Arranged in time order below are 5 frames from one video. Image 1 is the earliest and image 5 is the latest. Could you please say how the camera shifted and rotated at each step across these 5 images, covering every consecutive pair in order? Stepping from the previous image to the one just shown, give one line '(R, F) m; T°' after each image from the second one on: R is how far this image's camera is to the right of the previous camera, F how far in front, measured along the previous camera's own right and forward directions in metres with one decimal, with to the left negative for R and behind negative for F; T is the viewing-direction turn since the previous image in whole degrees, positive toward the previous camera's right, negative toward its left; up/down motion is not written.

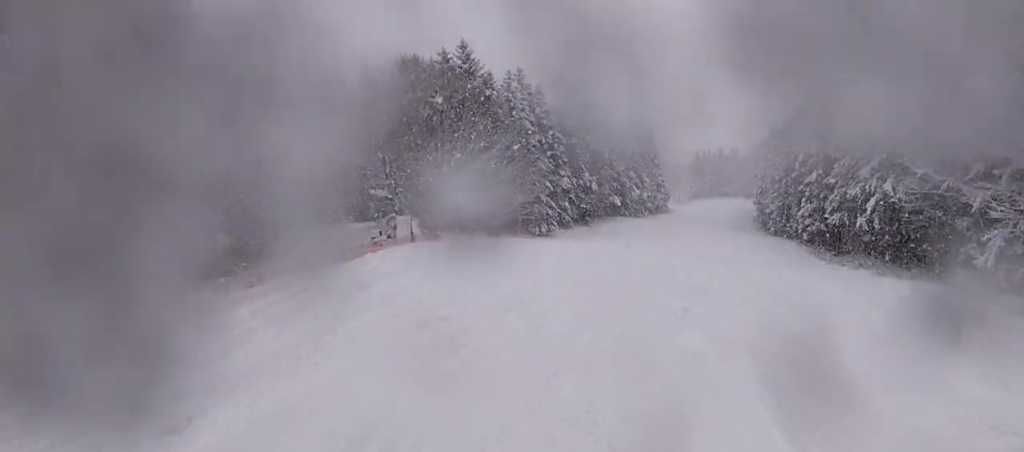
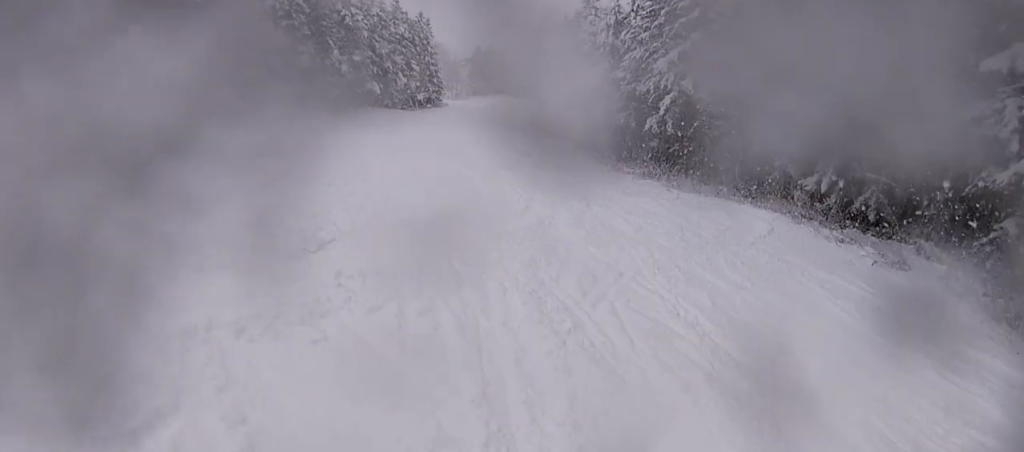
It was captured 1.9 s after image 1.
(+0.5, +10.9) m; +15°
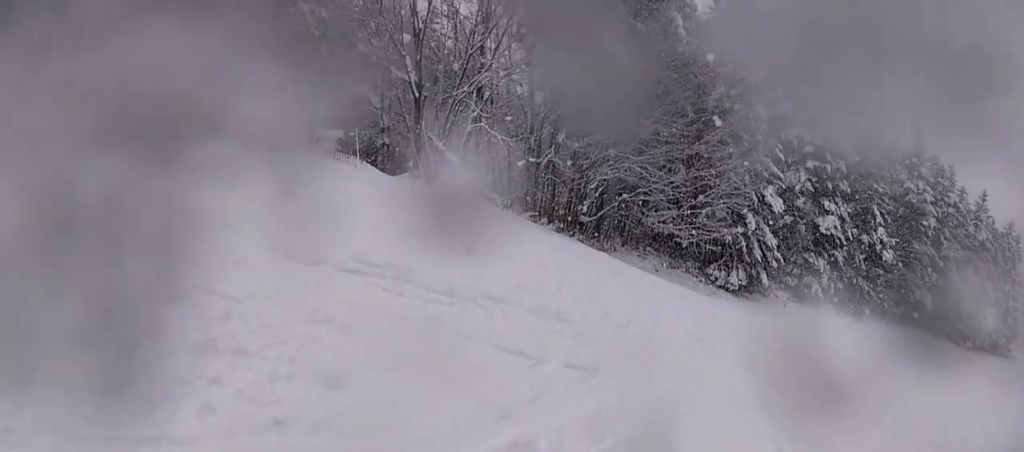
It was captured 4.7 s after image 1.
(-5.2, +13.2) m; -46°
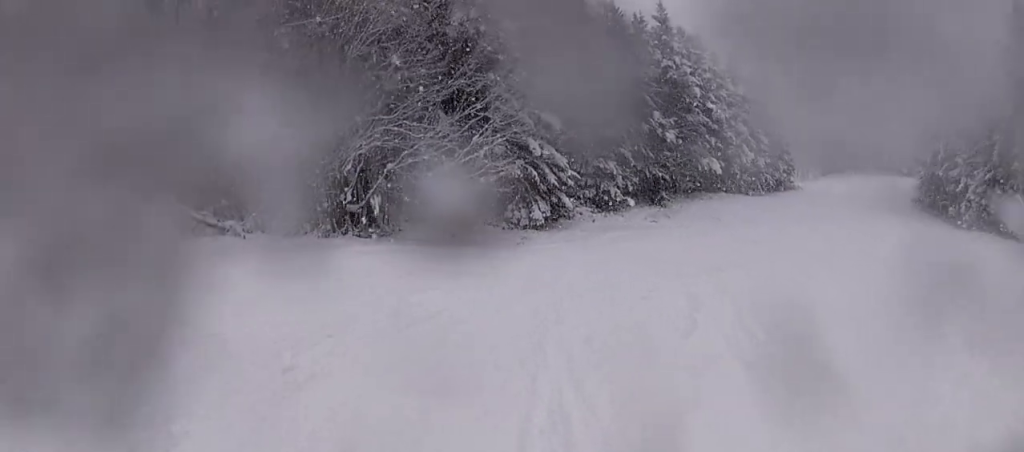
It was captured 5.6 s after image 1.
(-0.1, +5.1) m; +9°
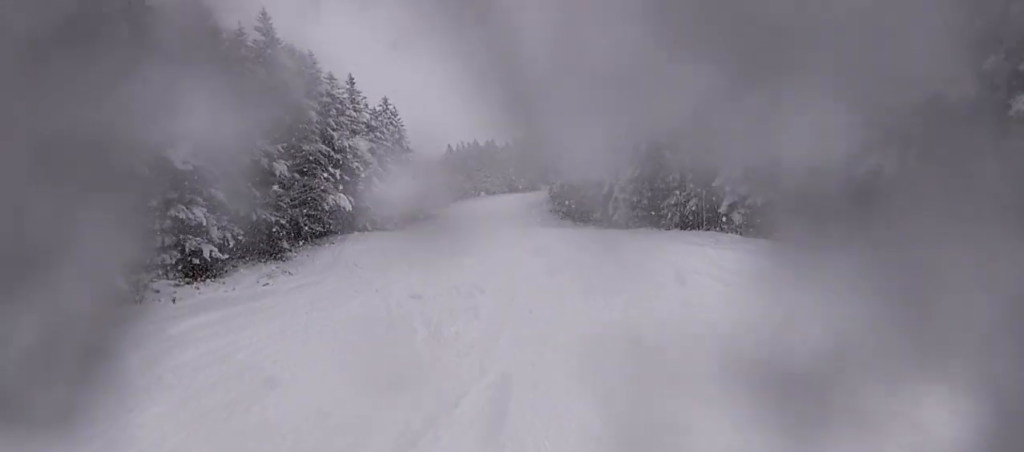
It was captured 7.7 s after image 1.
(+3.6, +11.1) m; +34°
